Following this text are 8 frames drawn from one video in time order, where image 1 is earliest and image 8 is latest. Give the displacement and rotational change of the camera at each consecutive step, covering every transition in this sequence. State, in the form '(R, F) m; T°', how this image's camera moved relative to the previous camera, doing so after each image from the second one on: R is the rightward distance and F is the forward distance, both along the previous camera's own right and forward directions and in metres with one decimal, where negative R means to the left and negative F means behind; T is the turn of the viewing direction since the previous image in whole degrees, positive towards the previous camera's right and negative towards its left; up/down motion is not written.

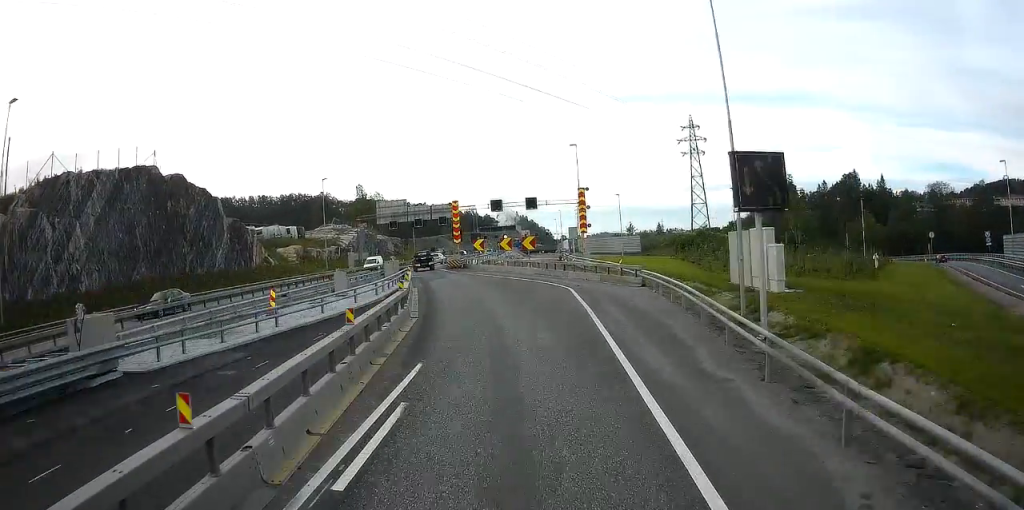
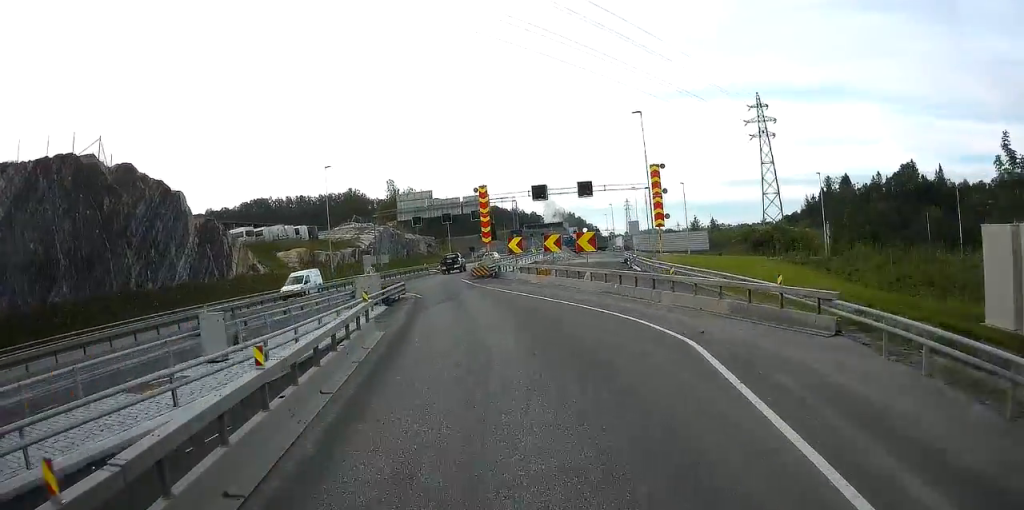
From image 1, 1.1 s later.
(-0.5, +14.2) m; -6°
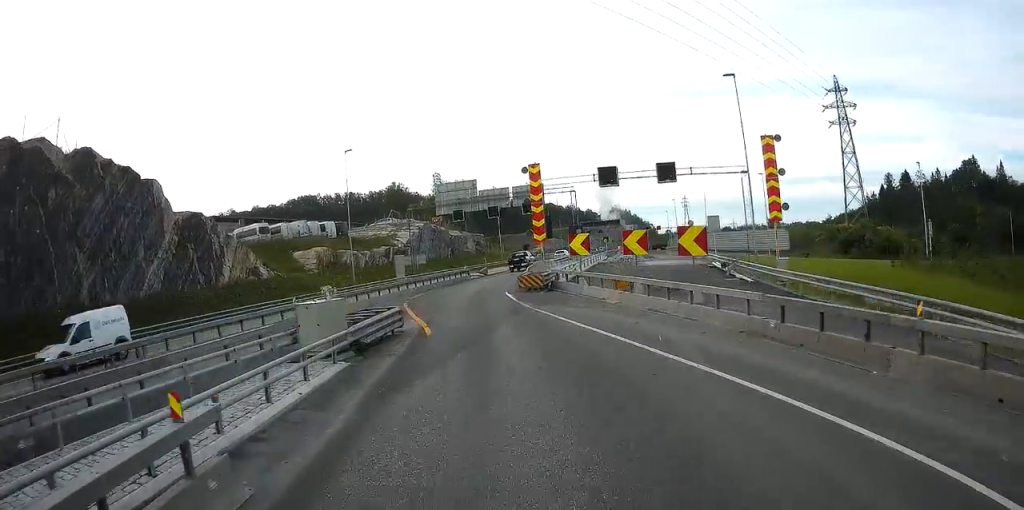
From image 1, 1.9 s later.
(-0.5, +10.5) m; -5°
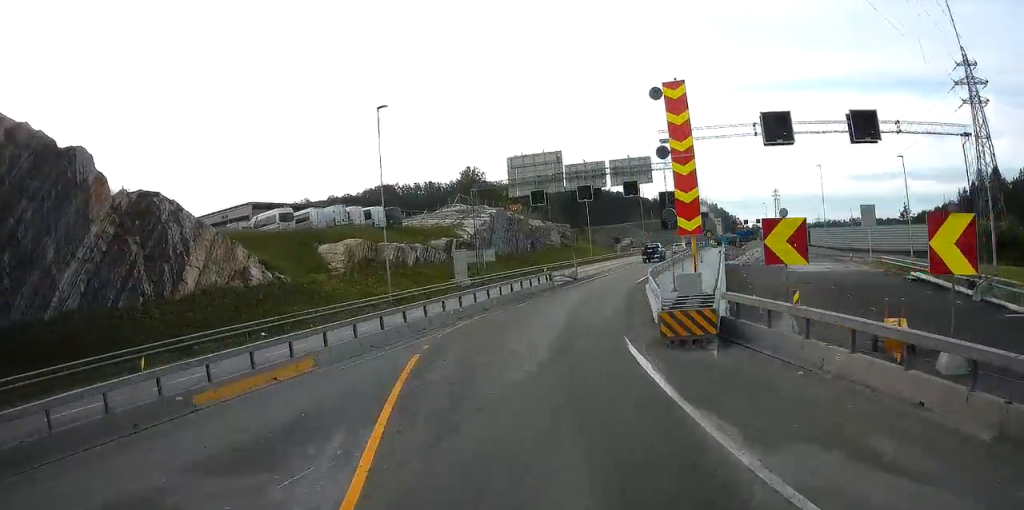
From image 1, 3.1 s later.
(-0.8, +14.5) m; -3°
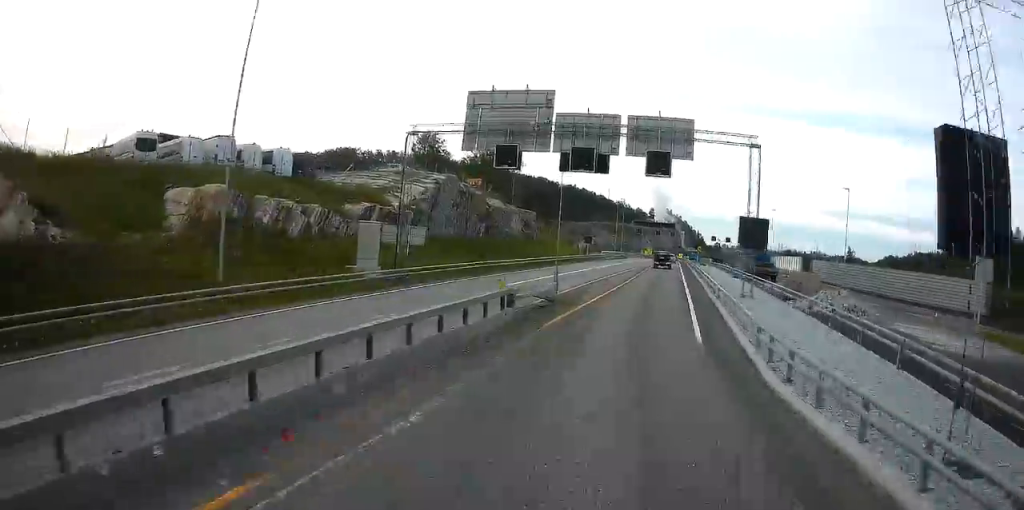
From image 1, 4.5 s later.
(+0.1, +16.1) m; +3°
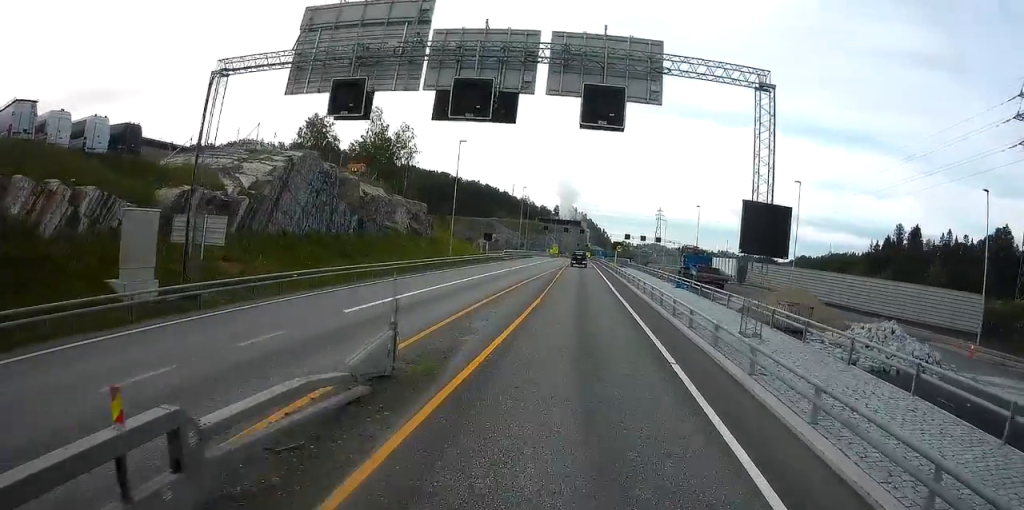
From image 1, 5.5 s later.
(+0.3, +11.0) m; +6°
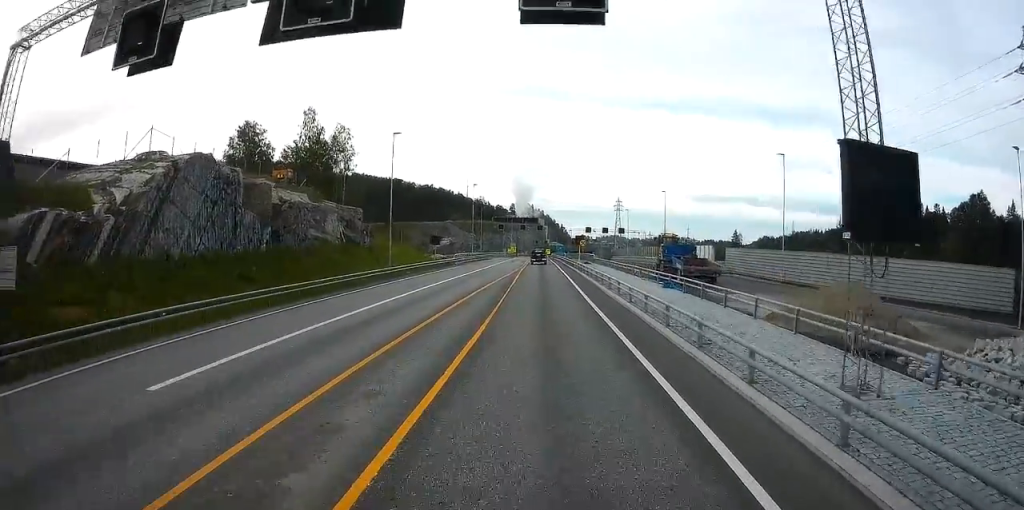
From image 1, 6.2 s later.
(+0.4, +7.4) m; +3°
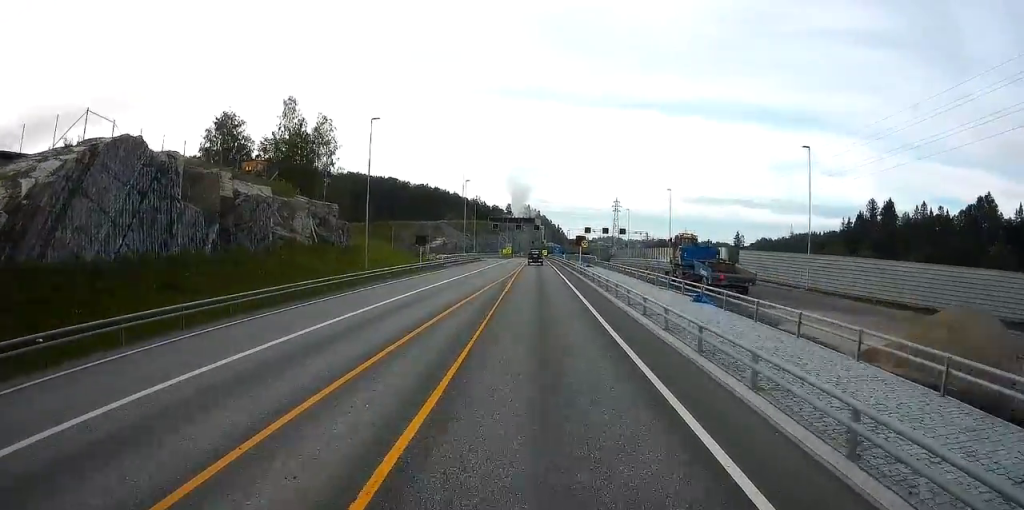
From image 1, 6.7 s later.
(+0.3, +6.0) m; +2°
